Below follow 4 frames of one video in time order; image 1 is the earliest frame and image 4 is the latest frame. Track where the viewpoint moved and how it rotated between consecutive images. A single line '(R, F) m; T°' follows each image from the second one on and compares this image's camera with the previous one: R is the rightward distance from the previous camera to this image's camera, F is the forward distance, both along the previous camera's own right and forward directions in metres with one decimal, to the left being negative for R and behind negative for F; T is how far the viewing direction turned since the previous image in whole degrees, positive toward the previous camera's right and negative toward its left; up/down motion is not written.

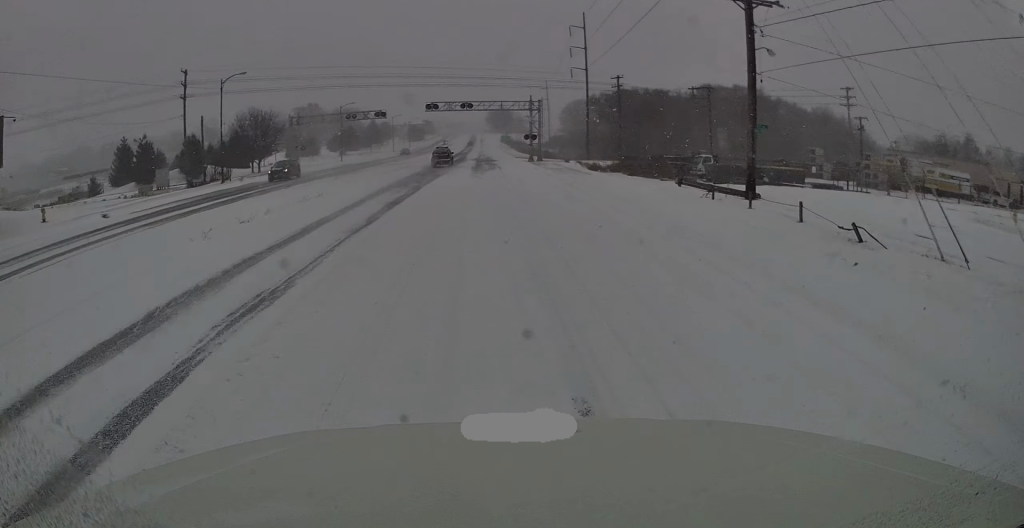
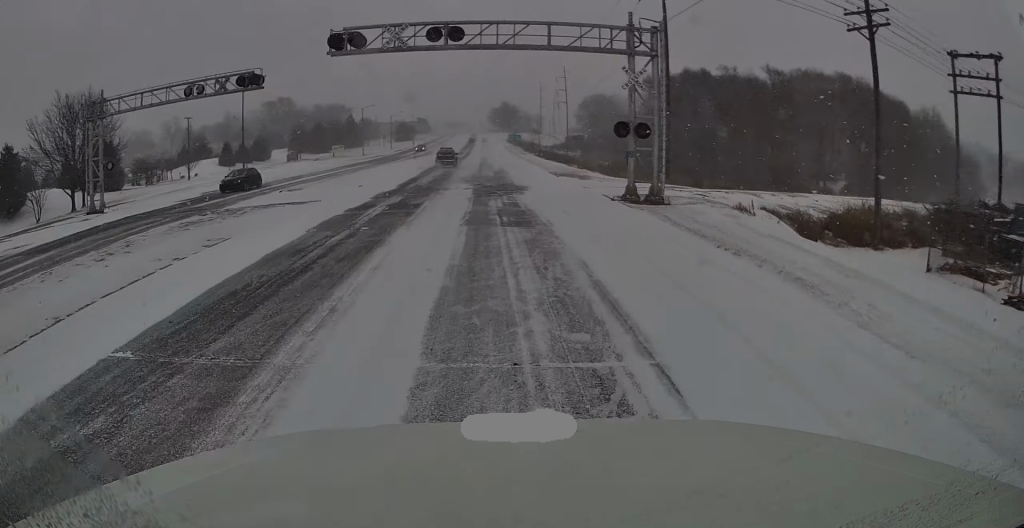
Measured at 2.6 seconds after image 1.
(-0.4, +41.9) m; 0°
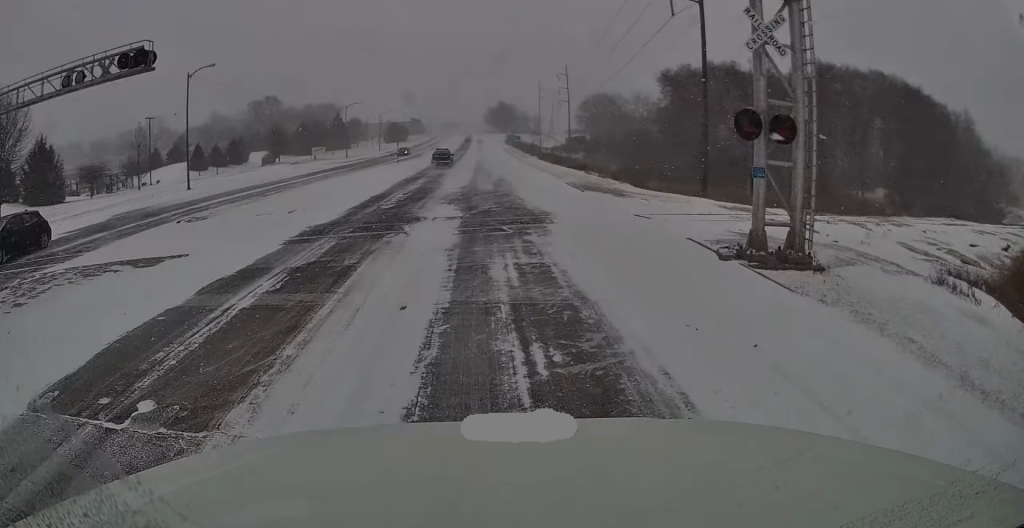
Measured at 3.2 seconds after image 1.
(+0.2, +10.8) m; 0°
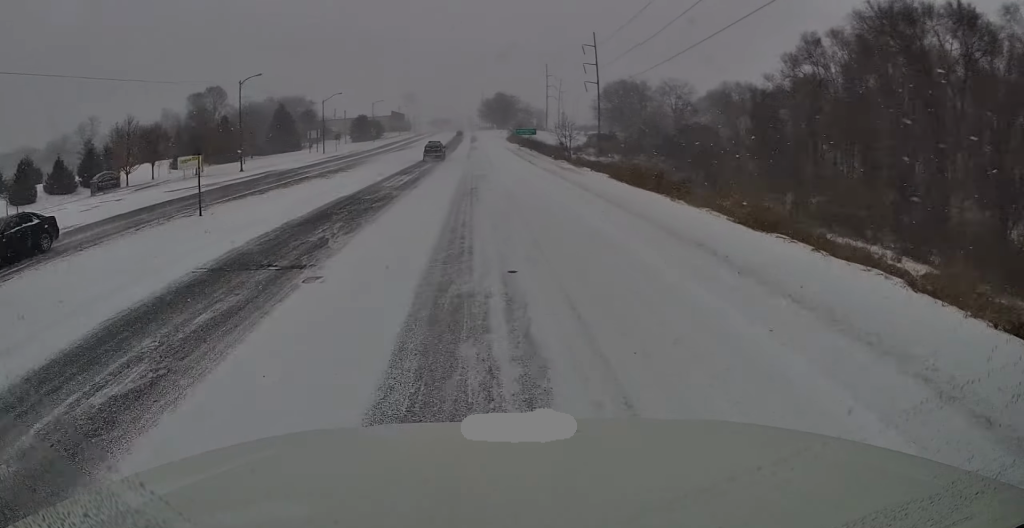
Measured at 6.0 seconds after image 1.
(-0.2, +45.3) m; +1°
